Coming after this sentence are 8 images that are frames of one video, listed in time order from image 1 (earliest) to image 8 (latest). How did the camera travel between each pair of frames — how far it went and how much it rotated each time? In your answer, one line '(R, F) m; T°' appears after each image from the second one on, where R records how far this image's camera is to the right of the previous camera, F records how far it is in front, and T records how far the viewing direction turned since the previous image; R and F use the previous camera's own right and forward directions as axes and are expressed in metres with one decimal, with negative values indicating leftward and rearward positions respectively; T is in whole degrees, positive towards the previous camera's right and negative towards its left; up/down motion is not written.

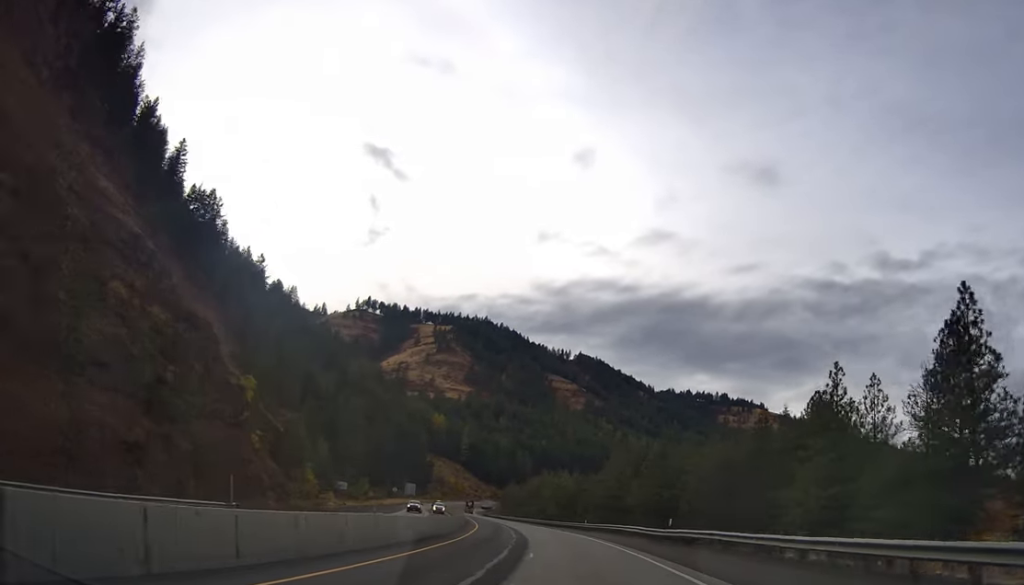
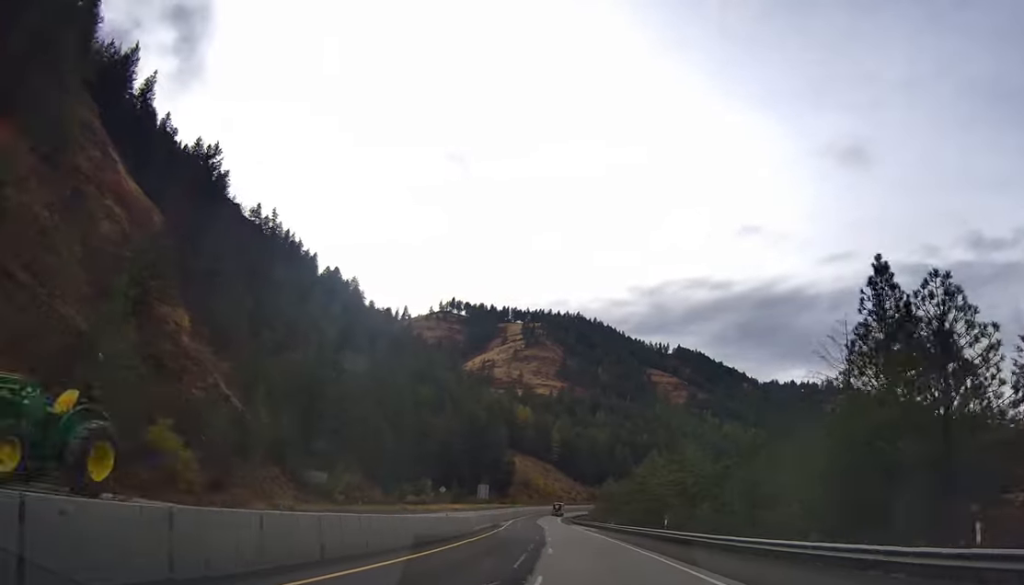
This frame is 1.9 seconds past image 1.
(-4.7, +58.4) m; -9°
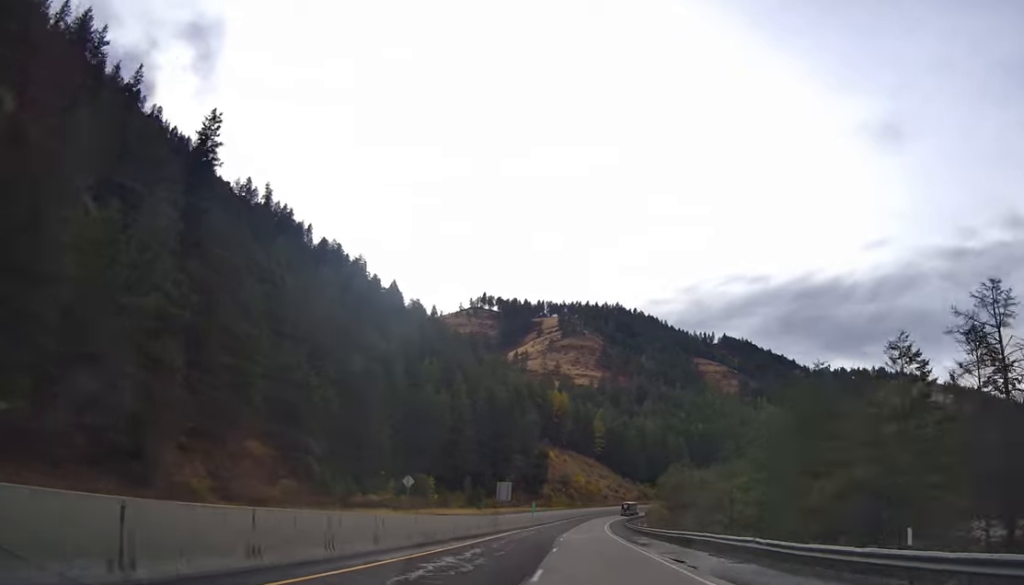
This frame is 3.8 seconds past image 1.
(-4.9, +57.9) m; -9°
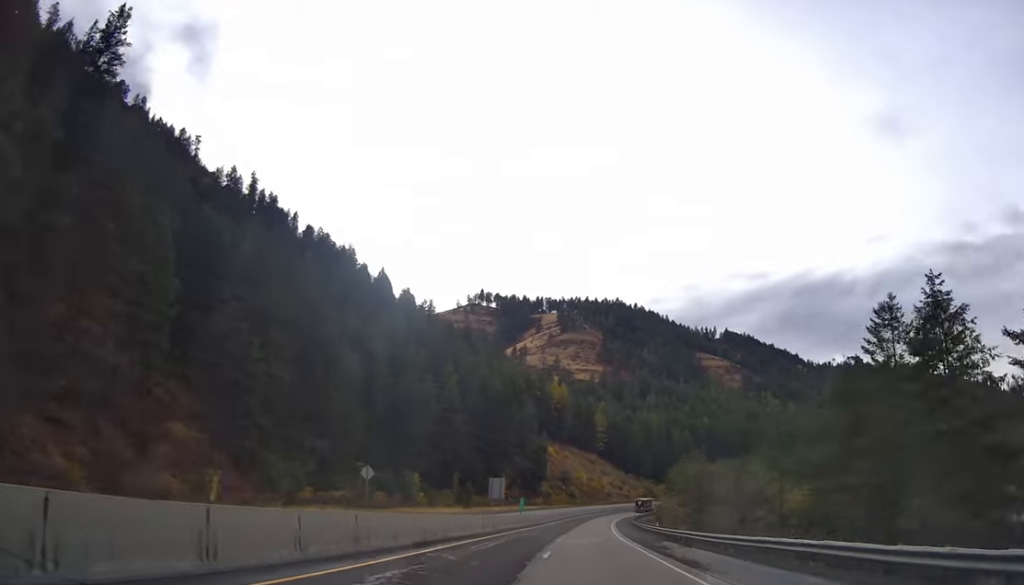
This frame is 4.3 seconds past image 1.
(-0.9, +16.5) m; -1°
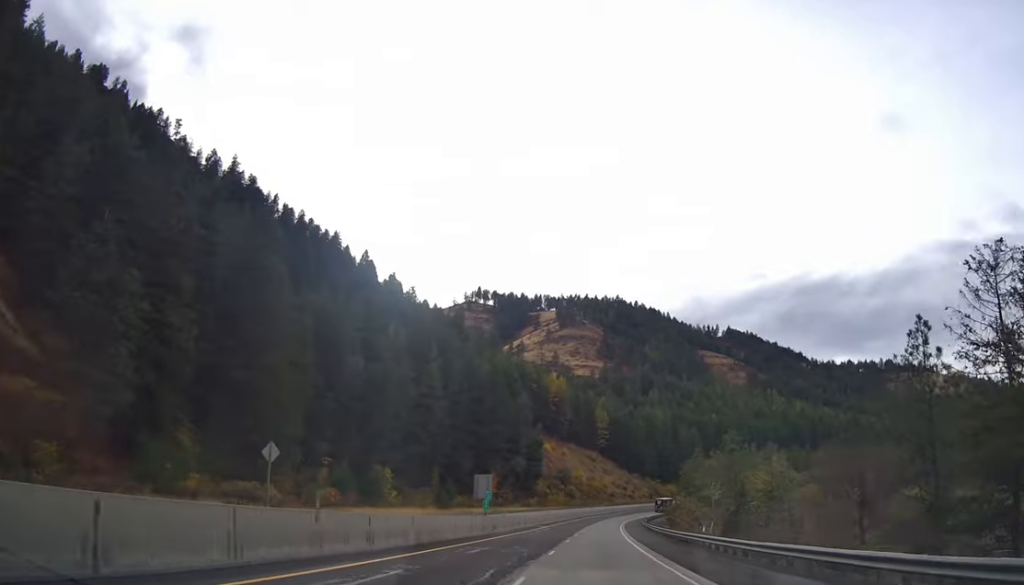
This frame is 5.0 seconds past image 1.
(+0.7, +22.0) m; +1°
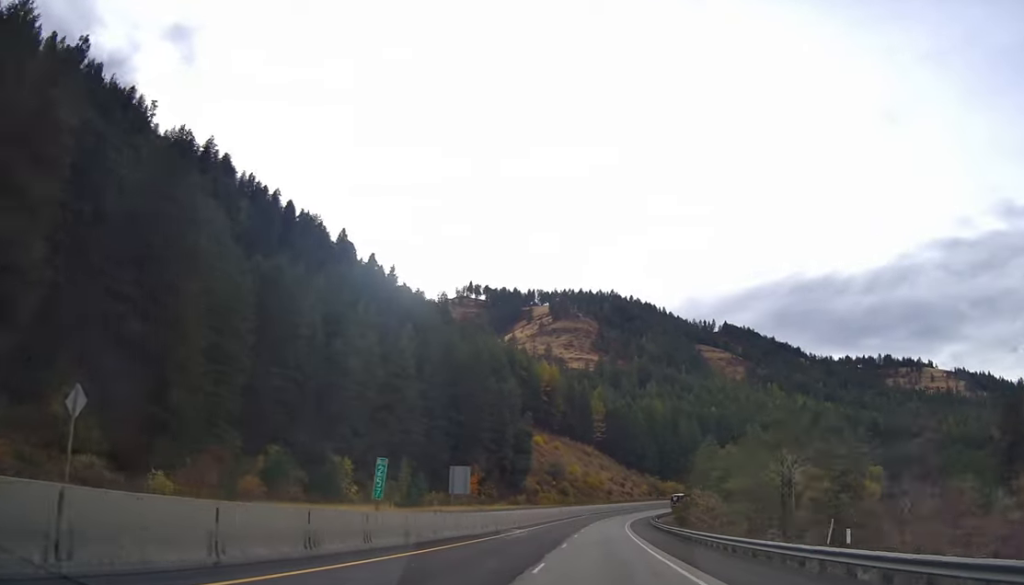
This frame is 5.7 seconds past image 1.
(+0.1, +19.9) m; 0°
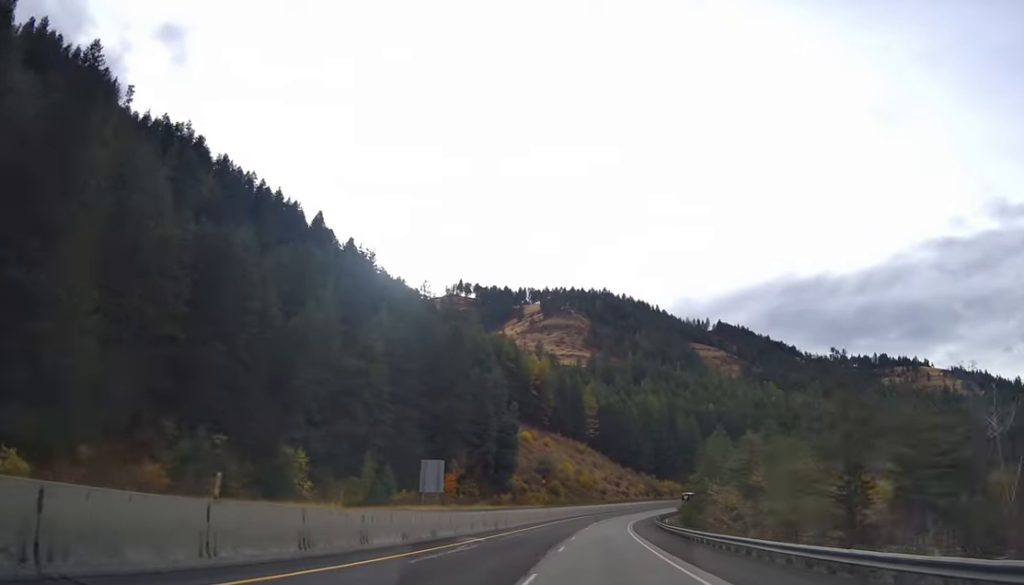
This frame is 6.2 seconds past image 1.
(0.0, +15.7) m; -1°
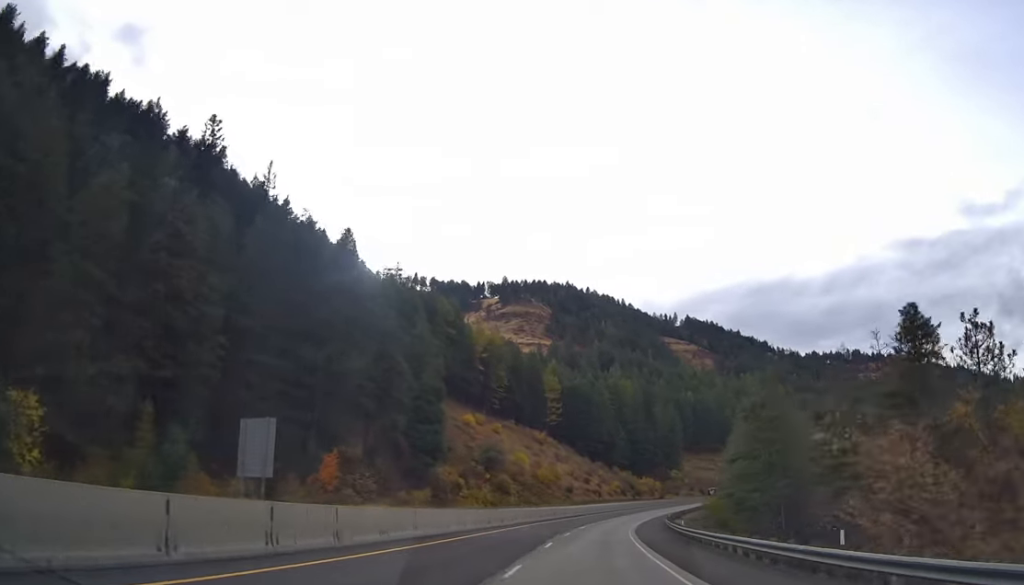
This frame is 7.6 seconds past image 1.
(-0.5, +45.9) m; 0°
